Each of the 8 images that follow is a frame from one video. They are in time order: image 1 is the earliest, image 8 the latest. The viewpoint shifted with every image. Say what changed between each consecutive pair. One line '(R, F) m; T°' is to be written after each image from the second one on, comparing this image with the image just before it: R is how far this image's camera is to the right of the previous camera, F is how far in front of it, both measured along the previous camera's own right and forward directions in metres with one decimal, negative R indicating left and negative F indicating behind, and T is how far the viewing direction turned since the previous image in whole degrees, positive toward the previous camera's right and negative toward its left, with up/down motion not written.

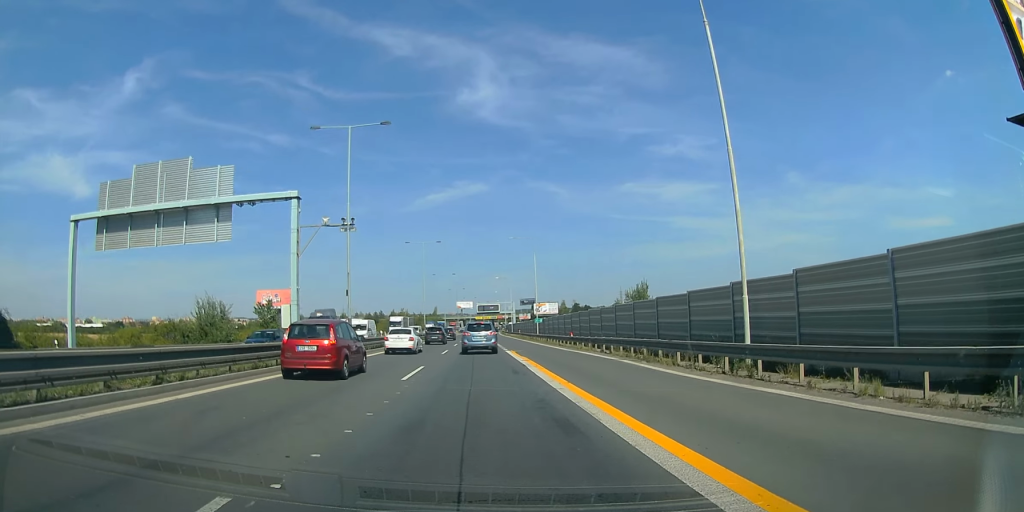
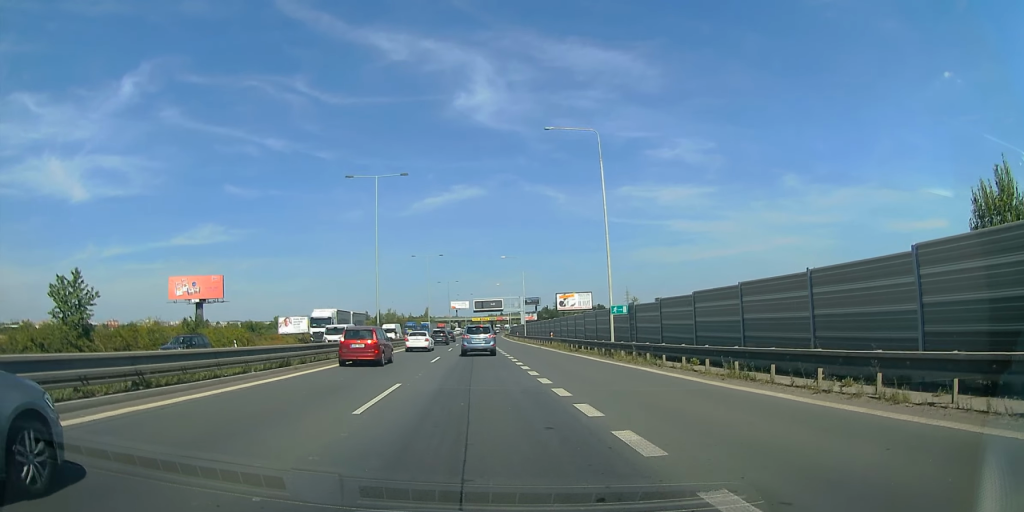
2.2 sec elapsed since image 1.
(-0.5, +40.5) m; +1°
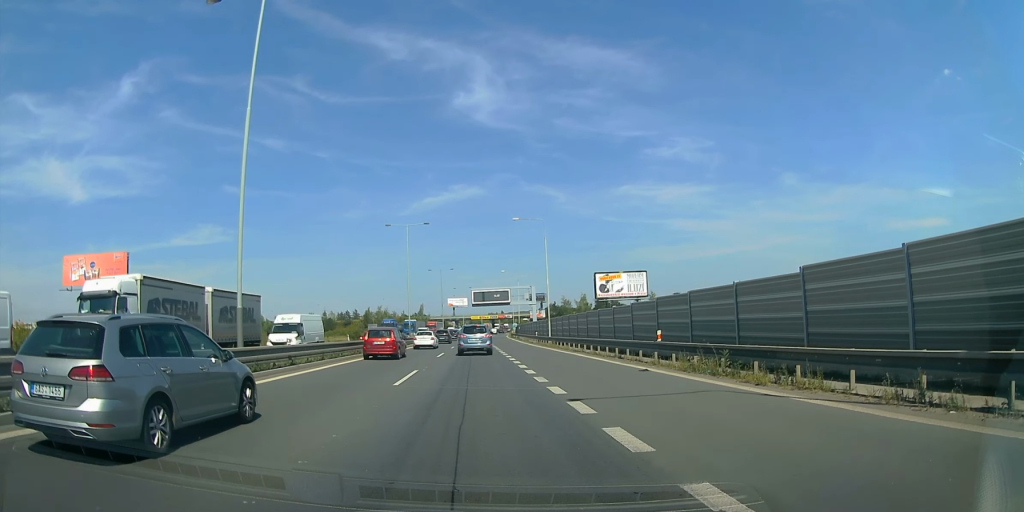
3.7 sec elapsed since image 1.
(+0.4, +29.4) m; +2°
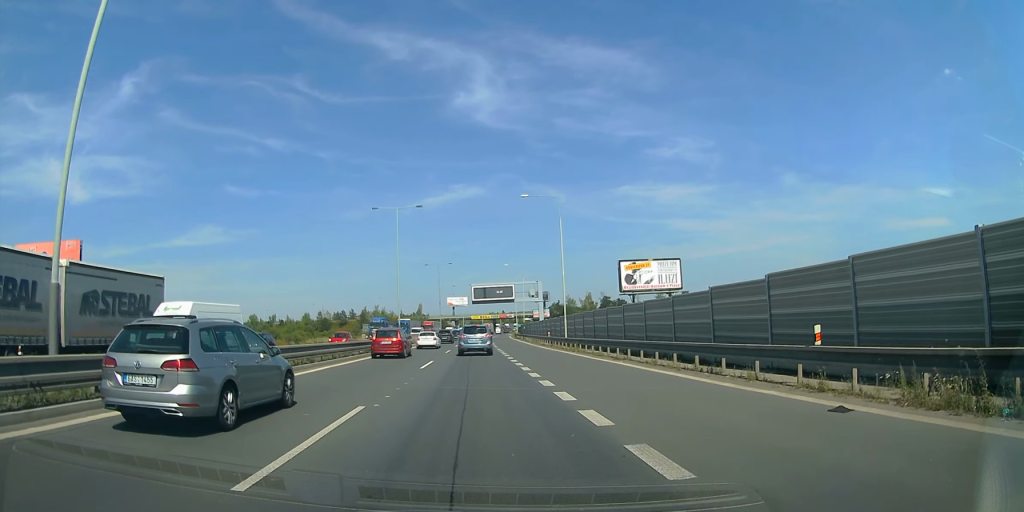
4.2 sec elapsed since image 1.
(+0.3, +10.0) m; +1°
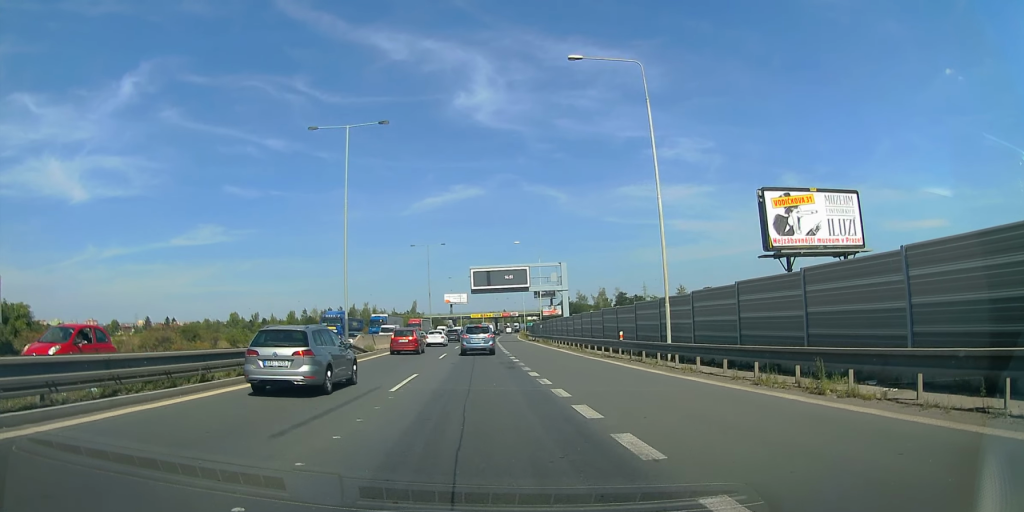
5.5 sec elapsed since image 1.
(+0.5, +25.5) m; +1°
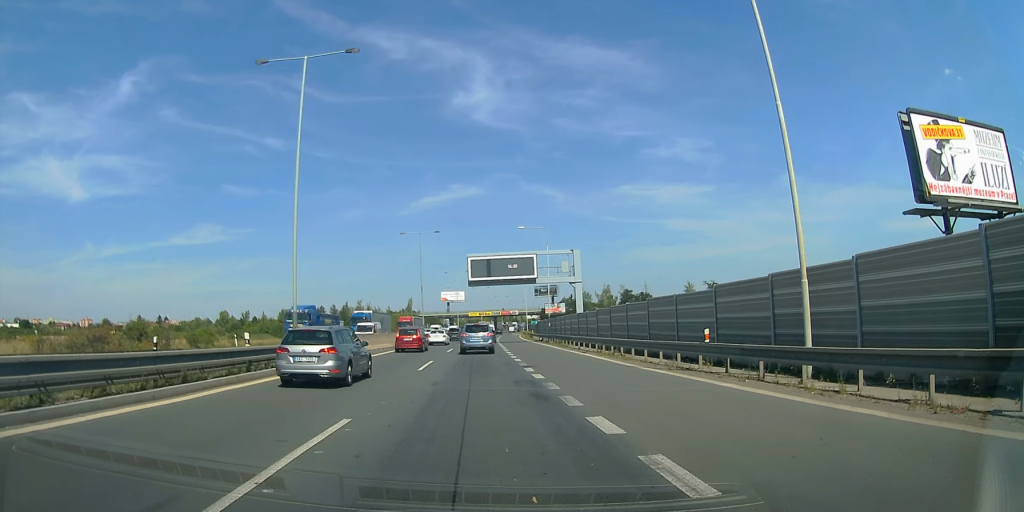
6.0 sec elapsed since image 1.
(0.0, +10.2) m; 0°
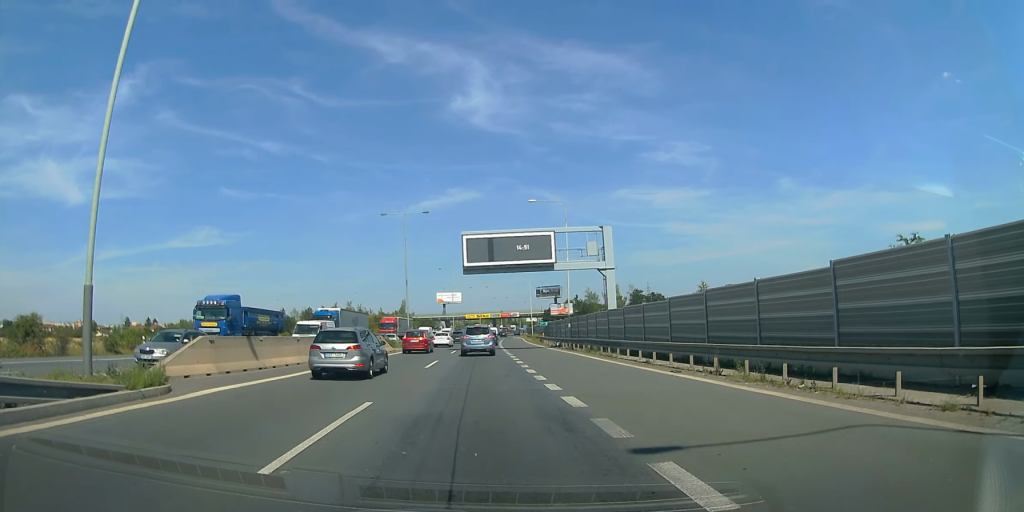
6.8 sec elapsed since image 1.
(0.0, +15.0) m; 0°
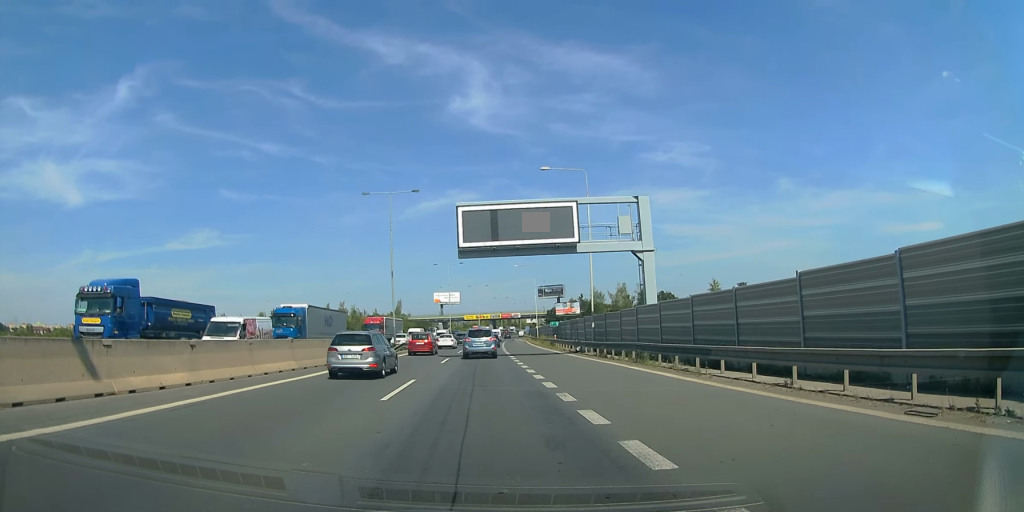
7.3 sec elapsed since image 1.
(0.0, +10.3) m; 0°
